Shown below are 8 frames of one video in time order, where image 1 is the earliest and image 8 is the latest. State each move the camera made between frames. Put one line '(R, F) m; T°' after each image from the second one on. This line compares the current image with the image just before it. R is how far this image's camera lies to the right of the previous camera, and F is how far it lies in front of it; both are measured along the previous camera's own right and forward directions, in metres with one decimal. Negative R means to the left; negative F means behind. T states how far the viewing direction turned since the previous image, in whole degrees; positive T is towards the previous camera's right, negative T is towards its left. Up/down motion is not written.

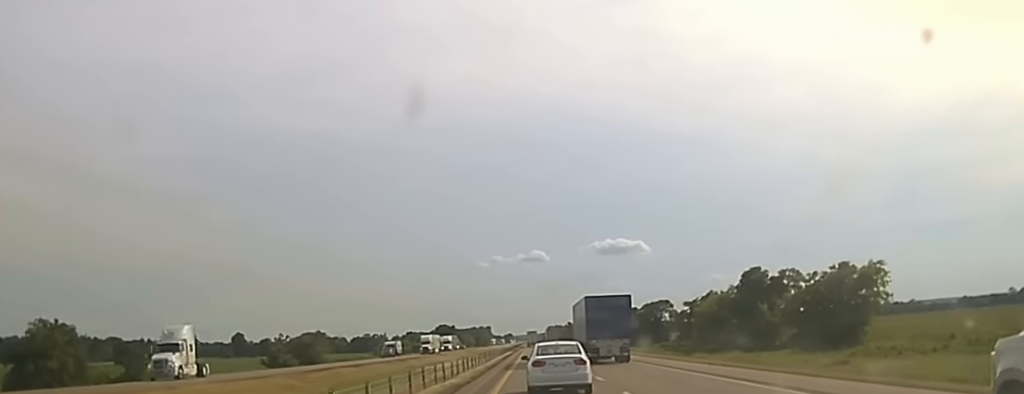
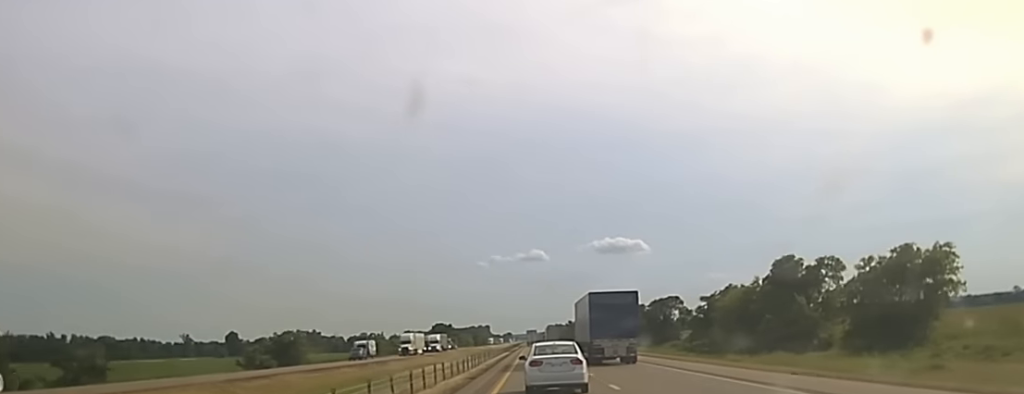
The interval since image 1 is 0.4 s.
(-0.1, +19.5) m; 0°
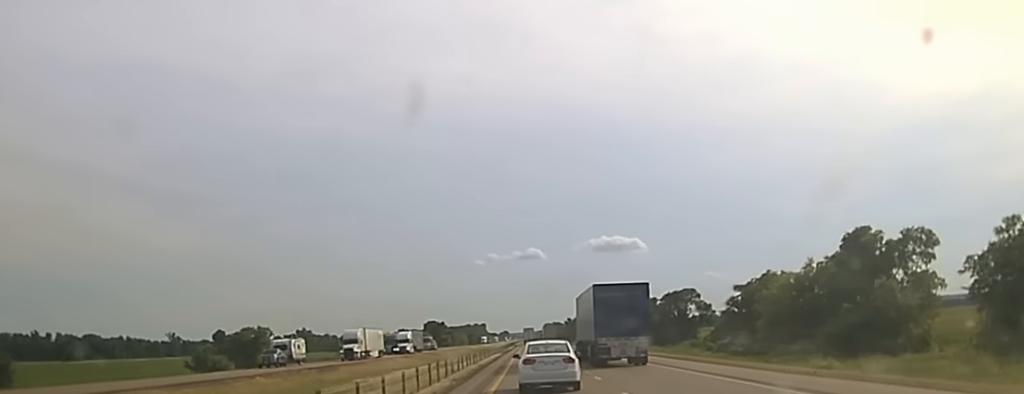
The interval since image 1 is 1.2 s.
(+0.3, +37.5) m; 0°
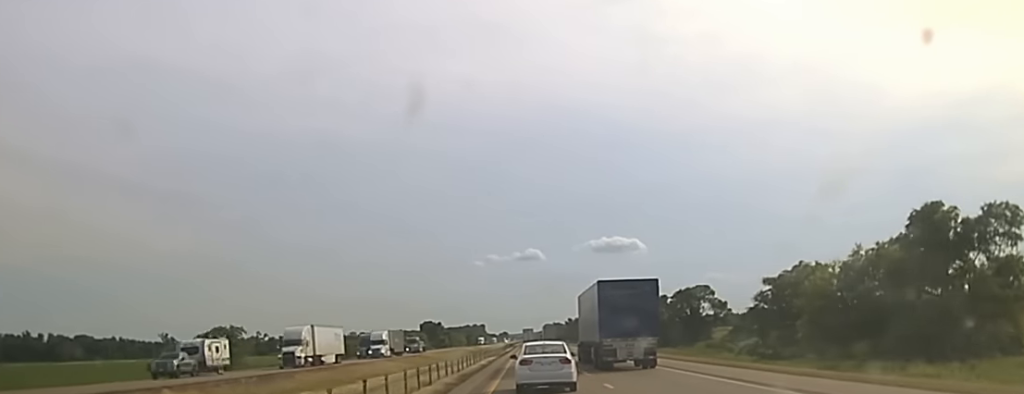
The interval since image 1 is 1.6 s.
(0.0, +21.1) m; 0°
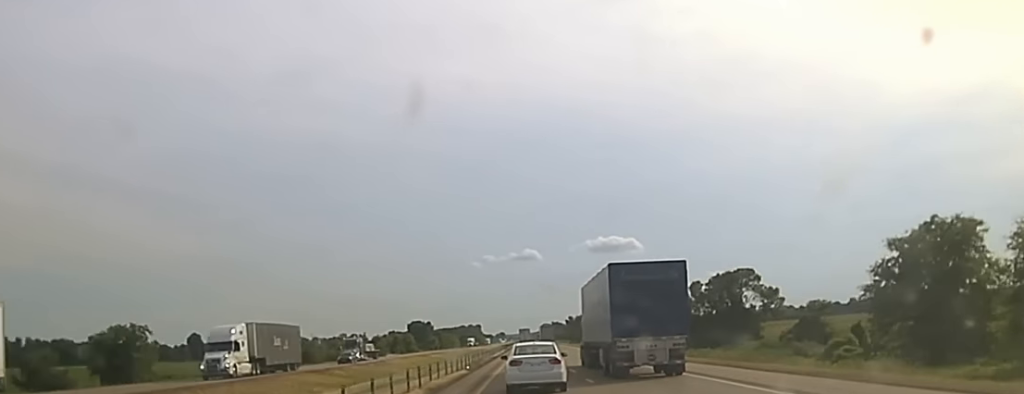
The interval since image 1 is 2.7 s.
(0.0, +48.4) m; 0°
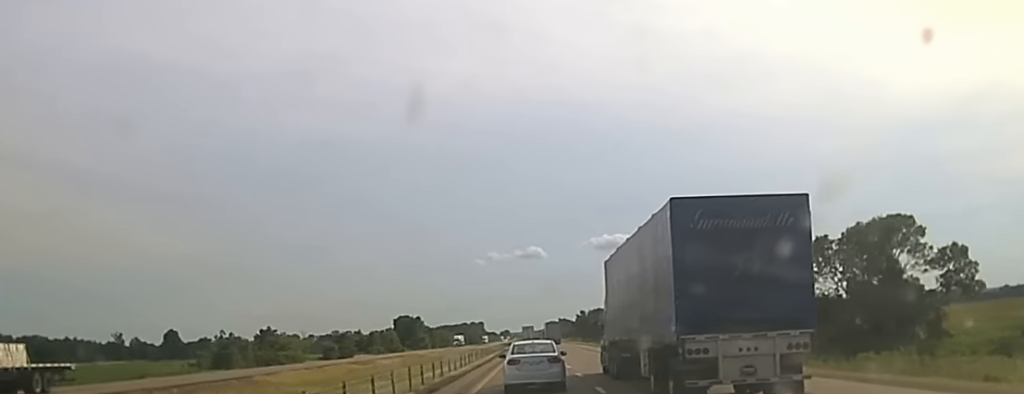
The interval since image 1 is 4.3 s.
(-0.4, +62.5) m; 0°
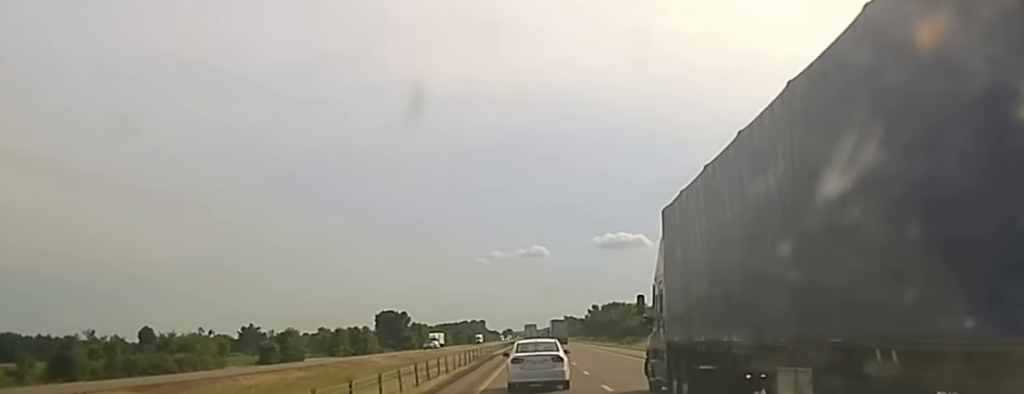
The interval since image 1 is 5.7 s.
(0.0, +59.9) m; 0°
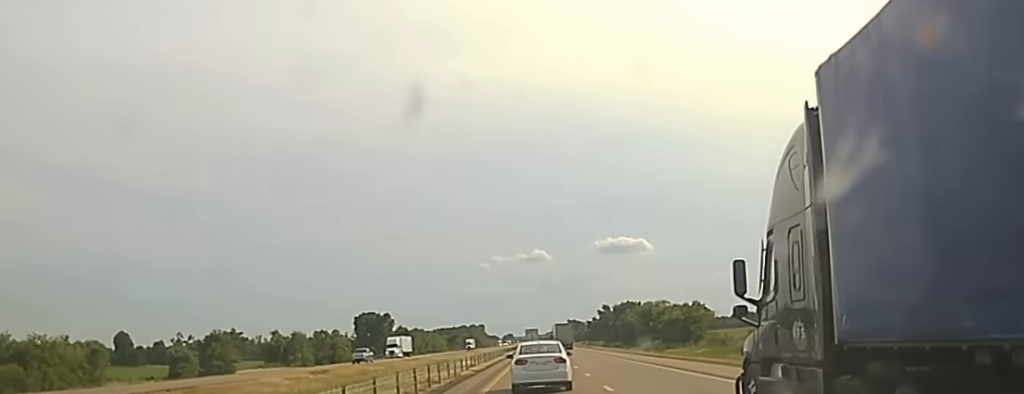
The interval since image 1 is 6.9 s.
(+0.2, +48.3) m; 0°
